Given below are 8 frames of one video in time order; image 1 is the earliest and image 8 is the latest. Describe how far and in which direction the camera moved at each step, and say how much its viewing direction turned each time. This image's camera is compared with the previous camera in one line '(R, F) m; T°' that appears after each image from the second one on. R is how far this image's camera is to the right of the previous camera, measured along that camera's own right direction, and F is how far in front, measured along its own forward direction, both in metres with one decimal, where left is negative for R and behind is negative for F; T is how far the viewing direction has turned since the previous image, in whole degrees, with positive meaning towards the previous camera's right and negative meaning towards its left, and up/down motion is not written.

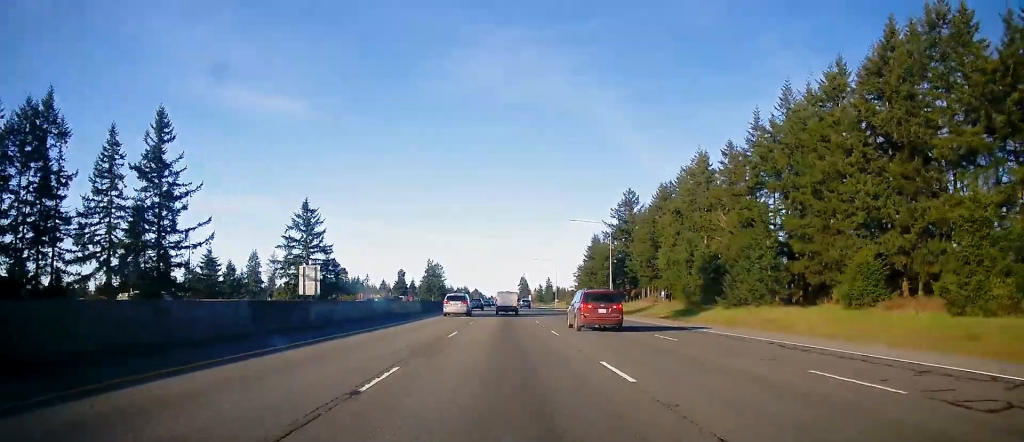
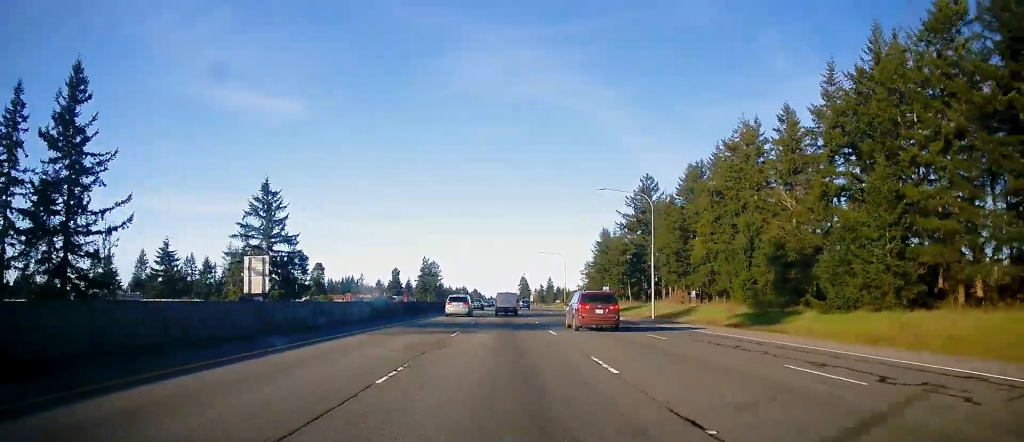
(0.0, +23.1) m; 0°
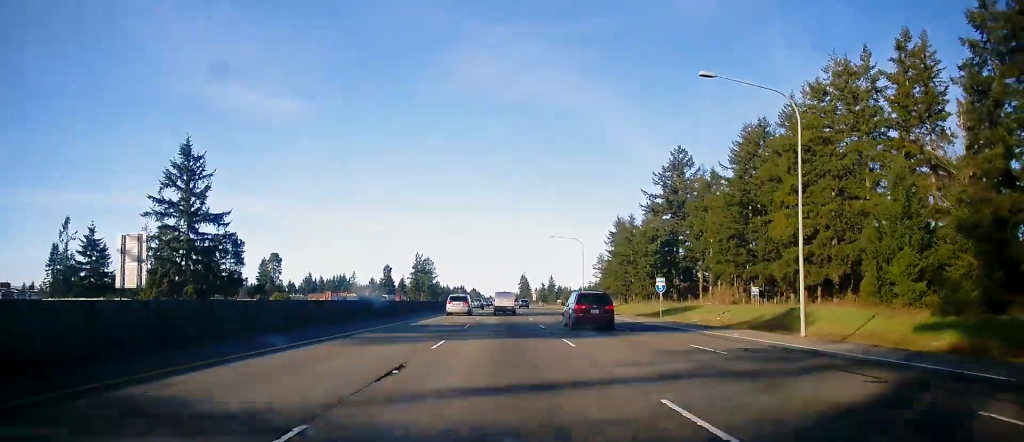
(0.0, +30.1) m; 0°
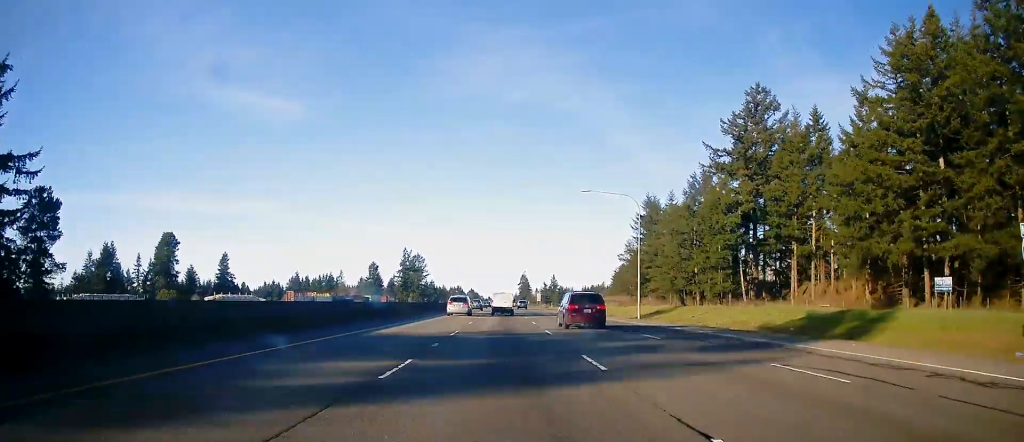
(0.0, +42.2) m; 0°
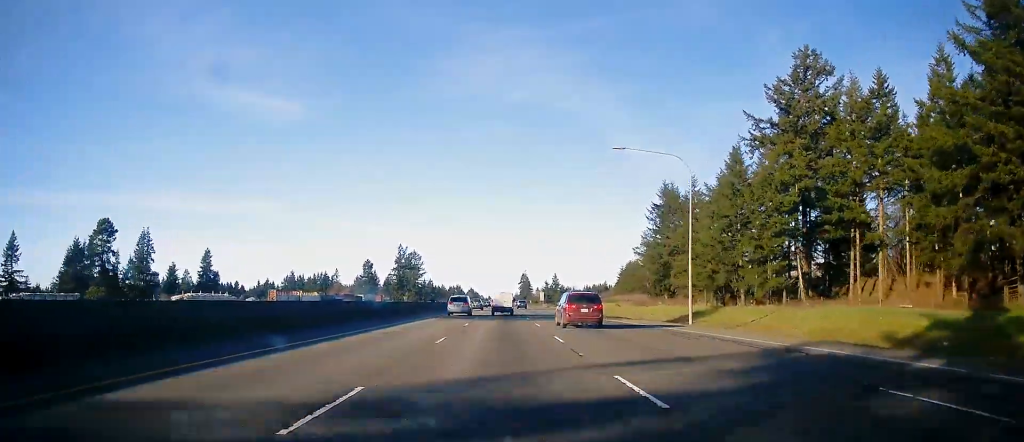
(0.0, +17.1) m; 0°
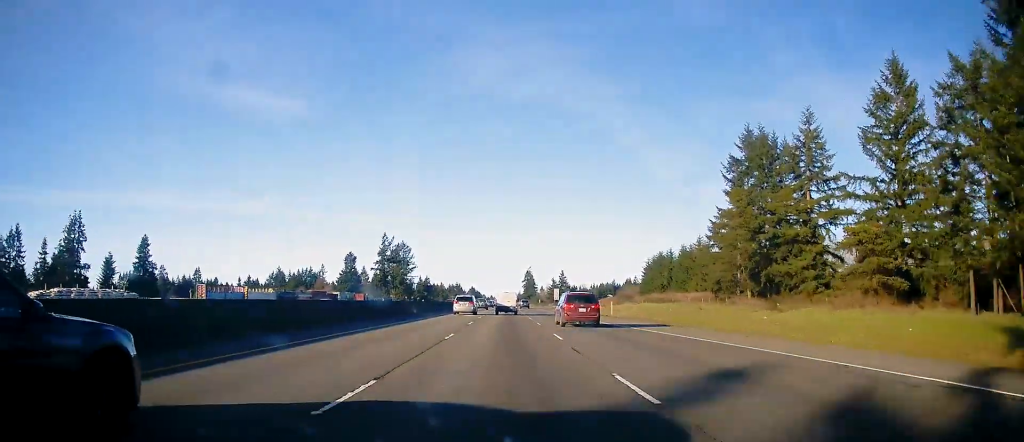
(0.0, +47.7) m; 0°
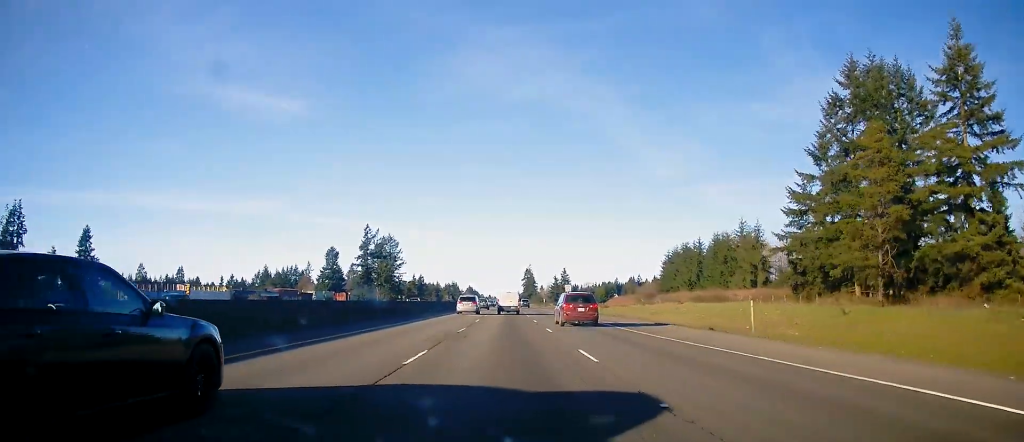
(0.0, +31.6) m; 0°
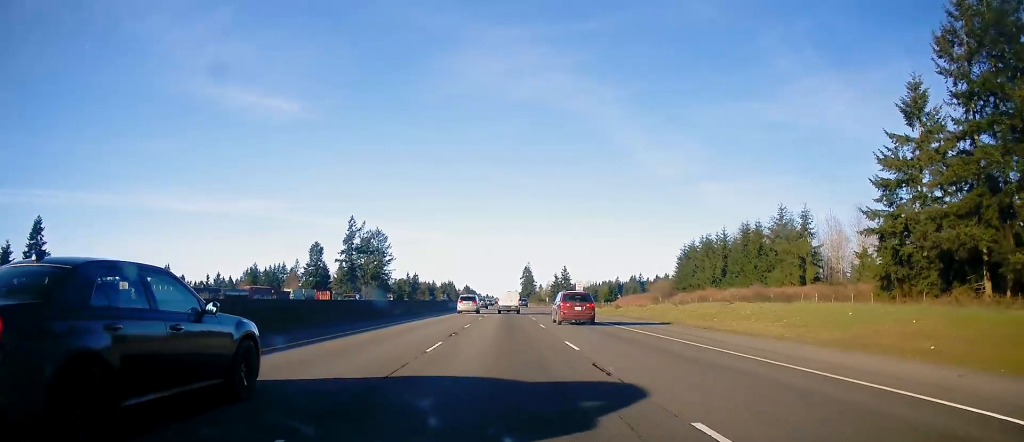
(0.0, +21.4) m; 0°
